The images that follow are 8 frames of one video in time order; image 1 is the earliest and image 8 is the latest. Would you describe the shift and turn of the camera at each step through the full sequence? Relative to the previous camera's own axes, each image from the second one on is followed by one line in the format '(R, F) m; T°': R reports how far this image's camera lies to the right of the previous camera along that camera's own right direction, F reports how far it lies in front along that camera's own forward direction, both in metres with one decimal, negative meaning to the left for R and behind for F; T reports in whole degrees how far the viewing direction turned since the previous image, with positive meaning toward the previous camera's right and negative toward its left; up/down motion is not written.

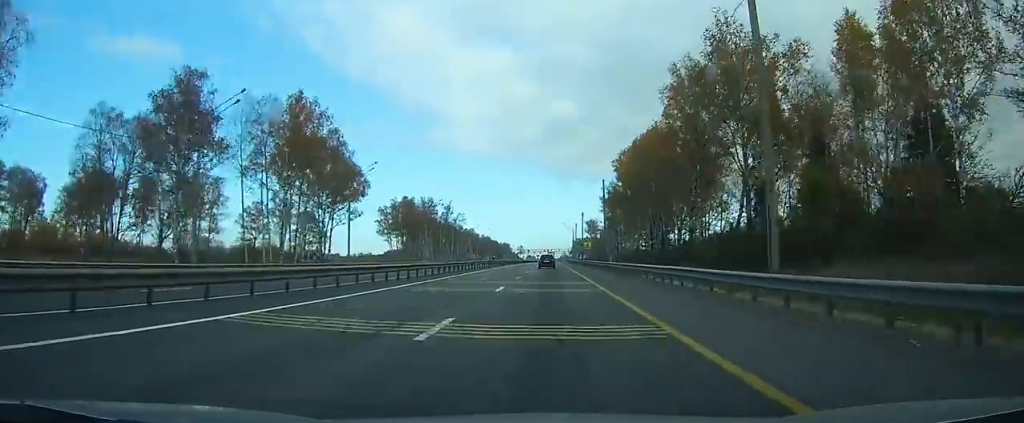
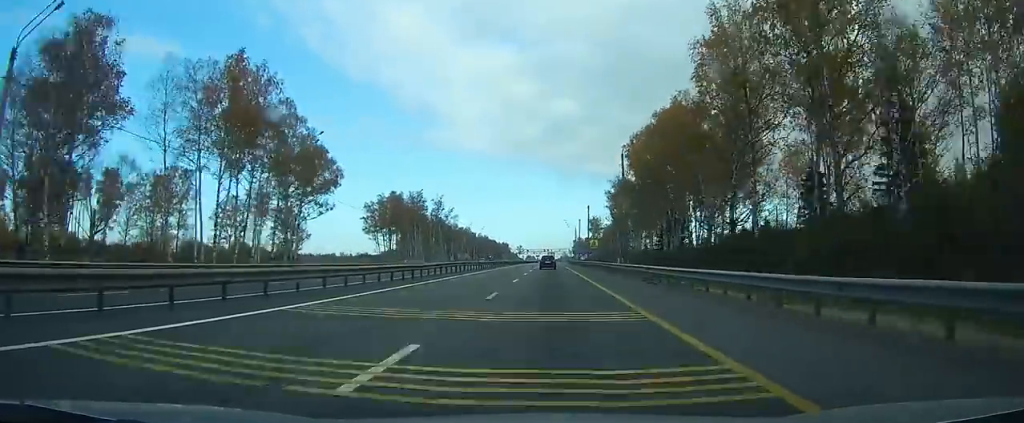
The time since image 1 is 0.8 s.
(0.0, +15.8) m; 0°
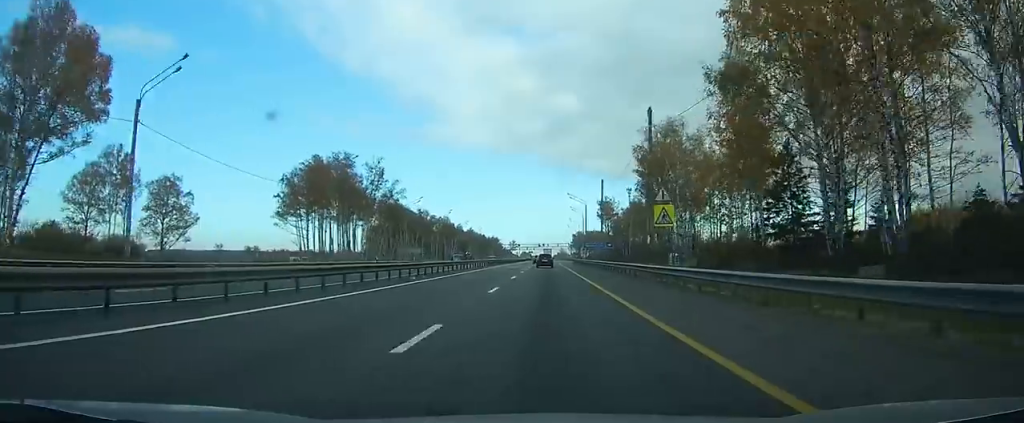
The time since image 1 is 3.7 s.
(+0.2, +56.6) m; 0°
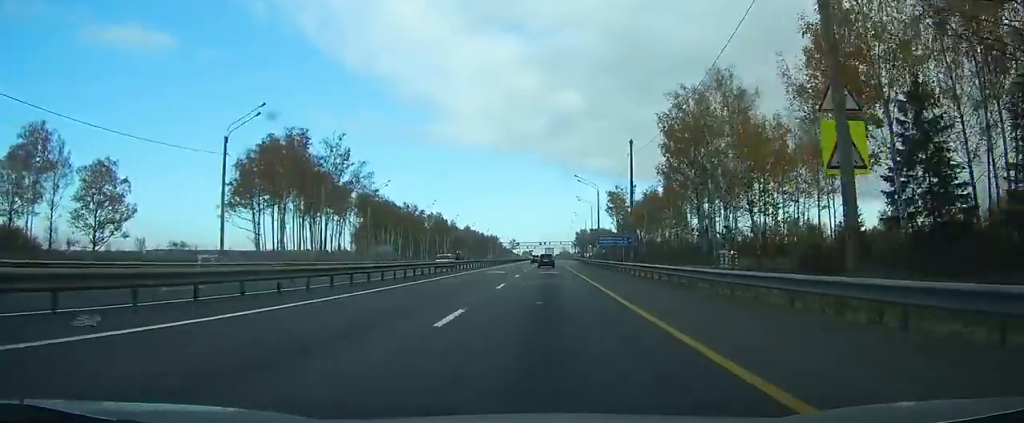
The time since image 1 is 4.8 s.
(0.0, +20.2) m; 0°
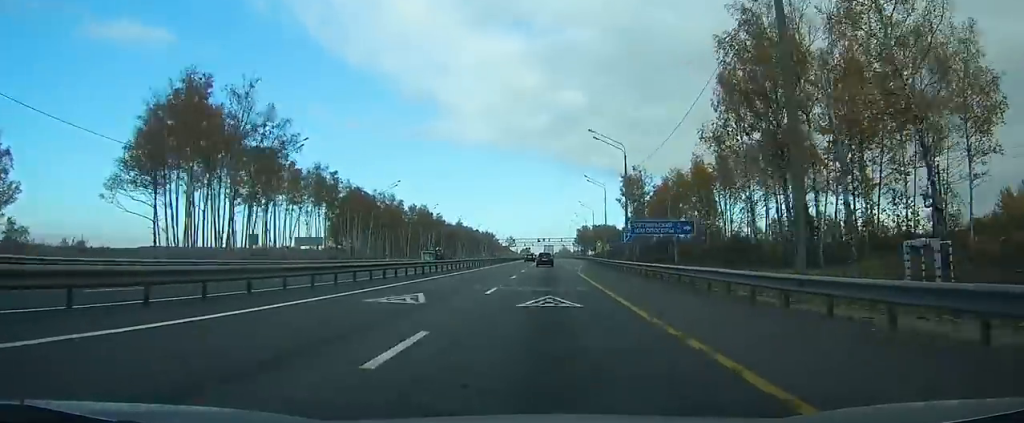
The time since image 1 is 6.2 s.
(0.0, +26.3) m; 0°
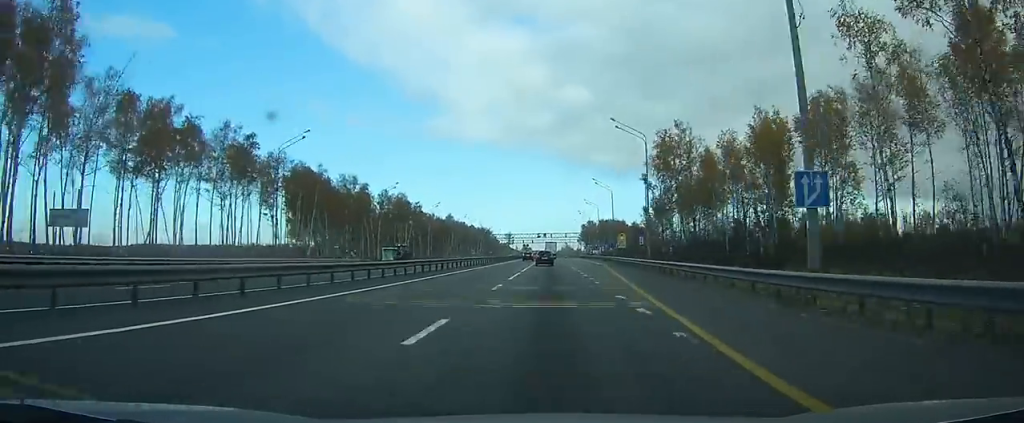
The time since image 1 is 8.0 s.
(0.0, +35.3) m; 0°
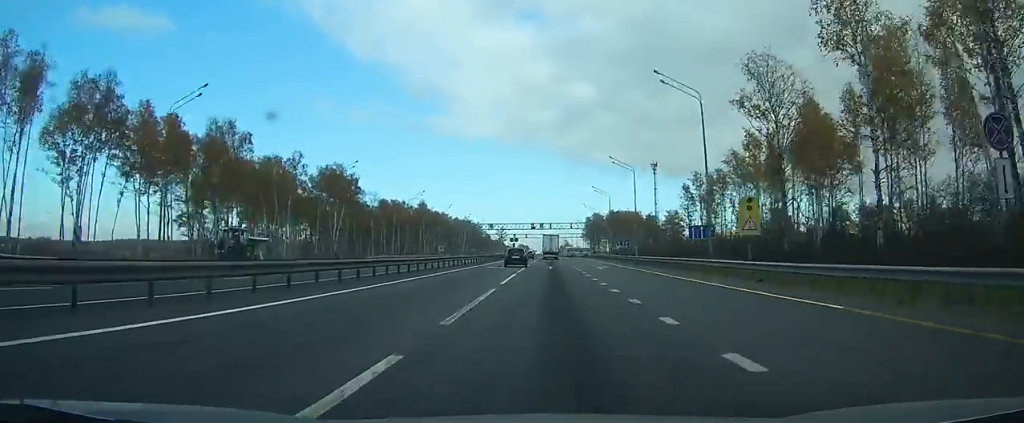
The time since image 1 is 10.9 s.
(-0.1, +53.0) m; 0°
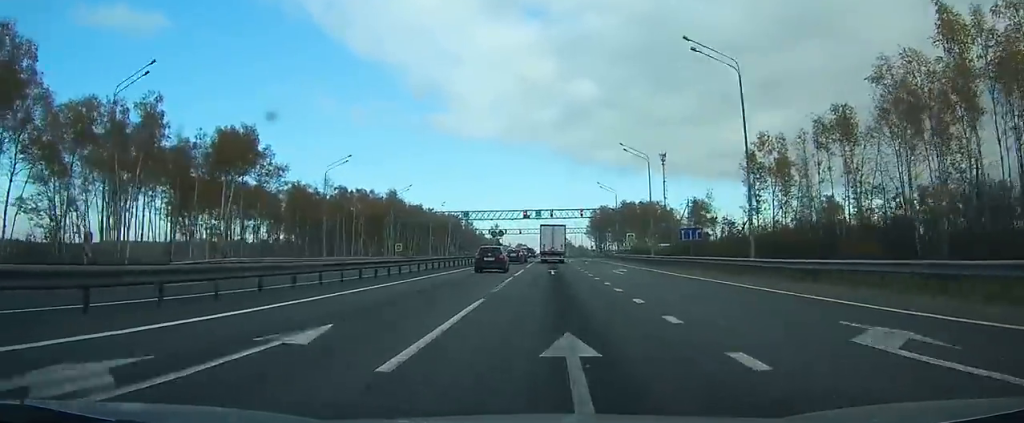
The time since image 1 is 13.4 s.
(-0.1, +36.9) m; 0°
